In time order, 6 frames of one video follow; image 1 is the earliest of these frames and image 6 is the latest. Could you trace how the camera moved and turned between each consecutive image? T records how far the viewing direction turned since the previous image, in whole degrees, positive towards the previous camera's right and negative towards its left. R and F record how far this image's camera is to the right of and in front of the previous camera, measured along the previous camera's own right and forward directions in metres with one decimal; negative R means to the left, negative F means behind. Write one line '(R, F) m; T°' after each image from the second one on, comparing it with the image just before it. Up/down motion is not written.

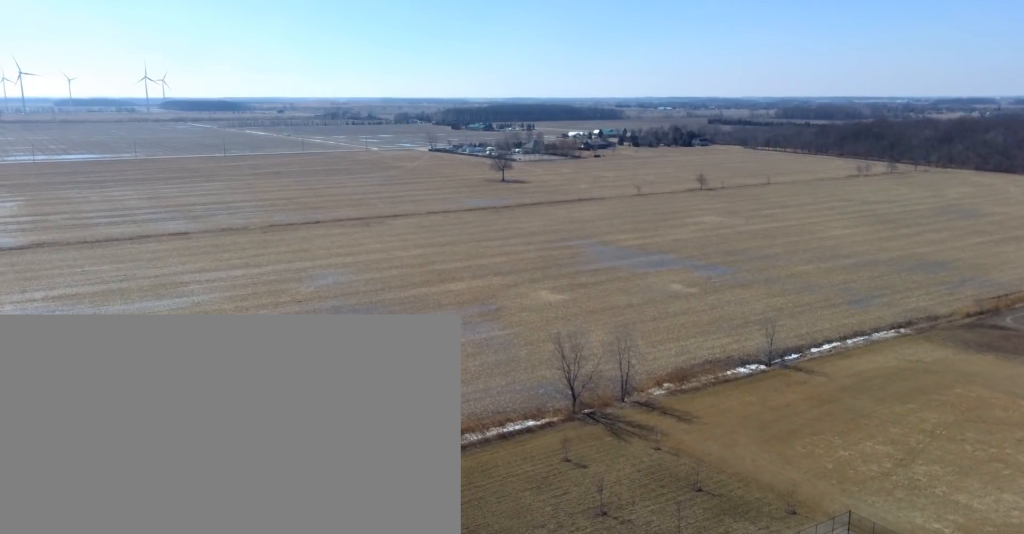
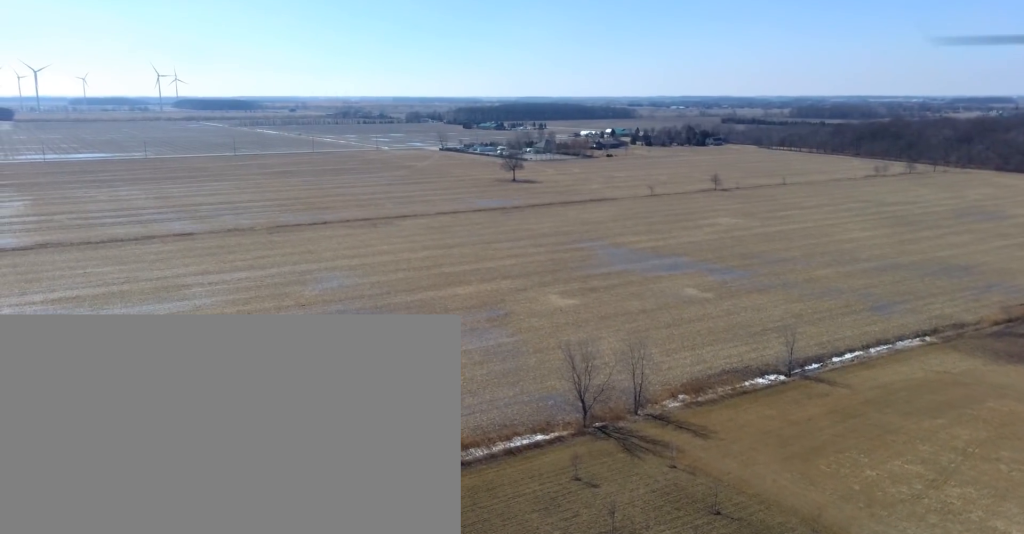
(0.0, +6.2) m; 0°
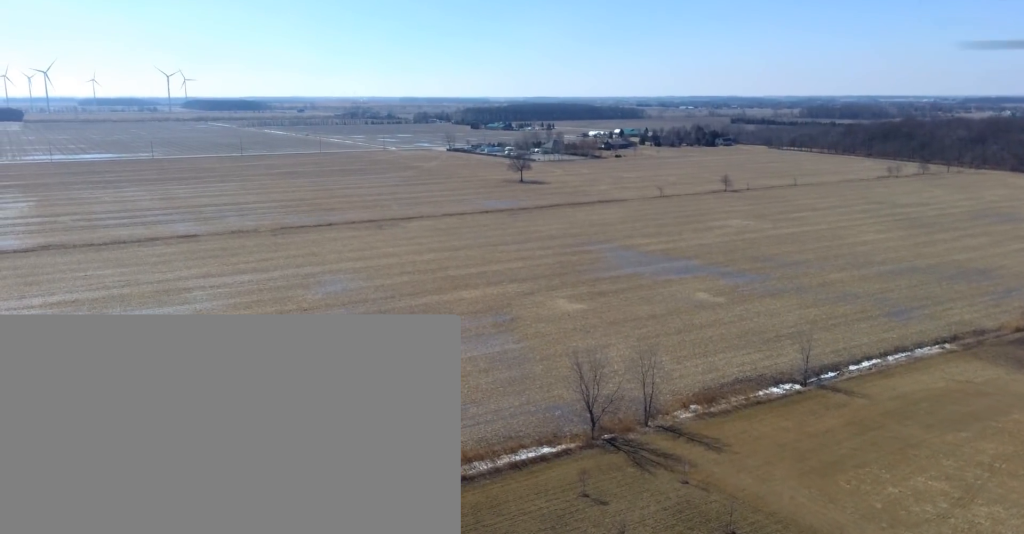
(0.0, +4.1) m; -4°
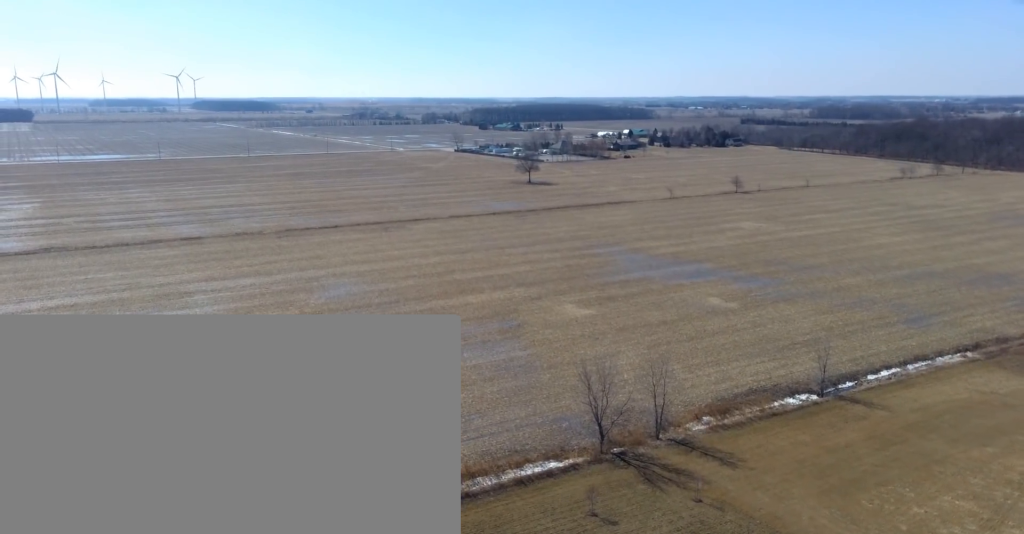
(0.0, +4.0) m; -4°
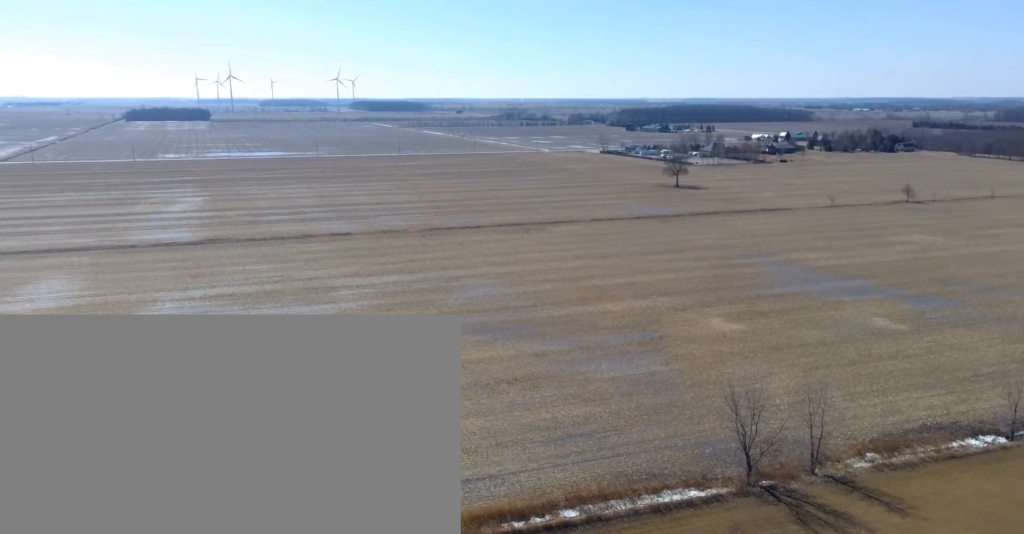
(-0.4, +4.0) m; -5°
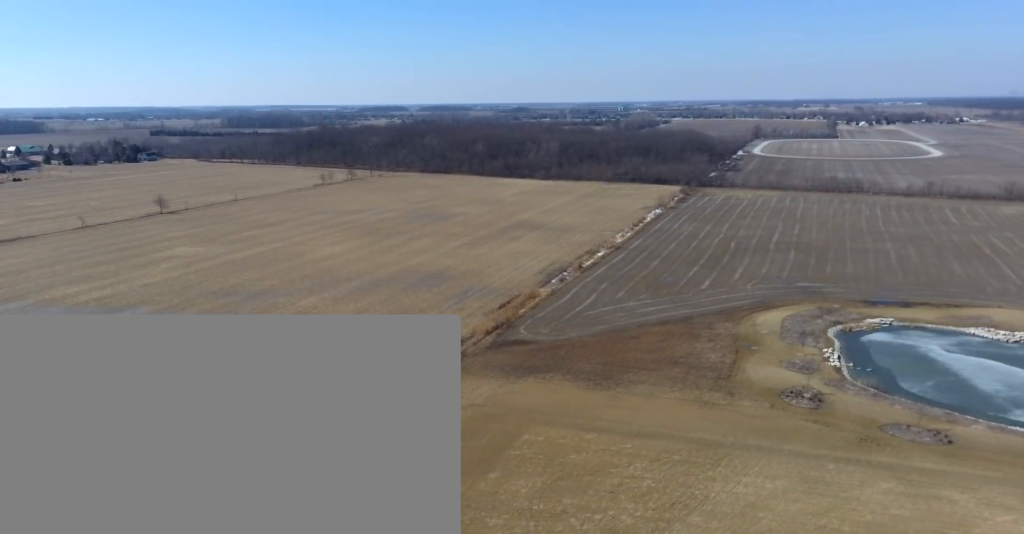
(+11.8, +19.7) m; +61°
